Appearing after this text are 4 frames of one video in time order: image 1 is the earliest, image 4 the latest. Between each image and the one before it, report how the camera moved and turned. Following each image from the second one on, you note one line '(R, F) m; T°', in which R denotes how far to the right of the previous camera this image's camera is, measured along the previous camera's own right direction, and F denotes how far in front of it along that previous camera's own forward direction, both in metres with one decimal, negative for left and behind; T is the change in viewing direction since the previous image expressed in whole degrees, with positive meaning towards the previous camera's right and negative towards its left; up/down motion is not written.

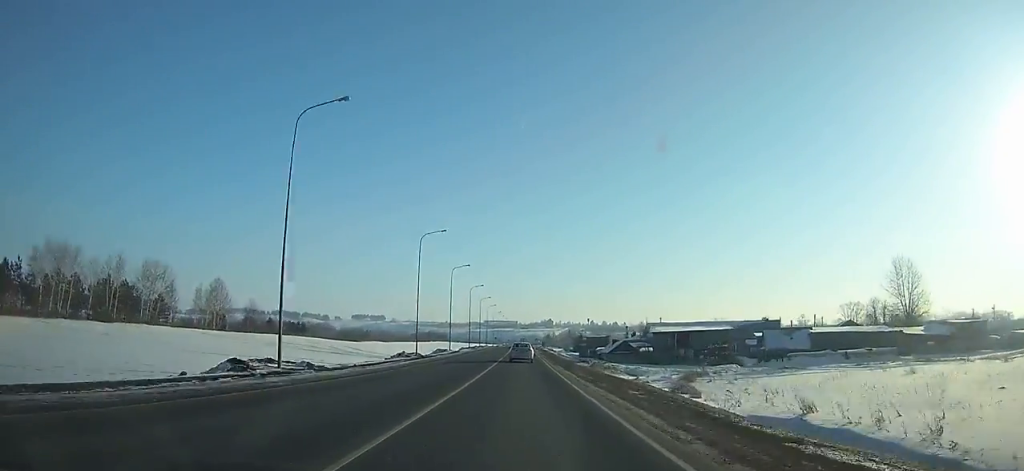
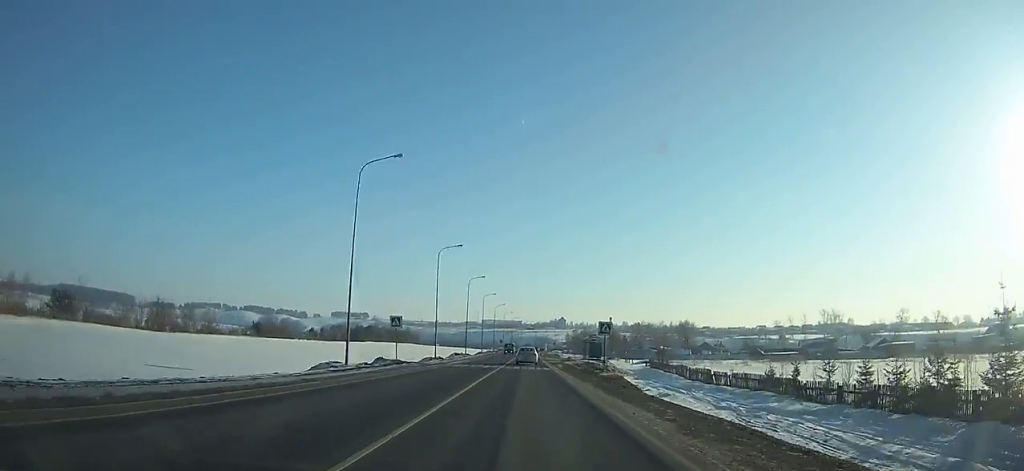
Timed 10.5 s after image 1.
(+0.7, +170.0) m; 0°
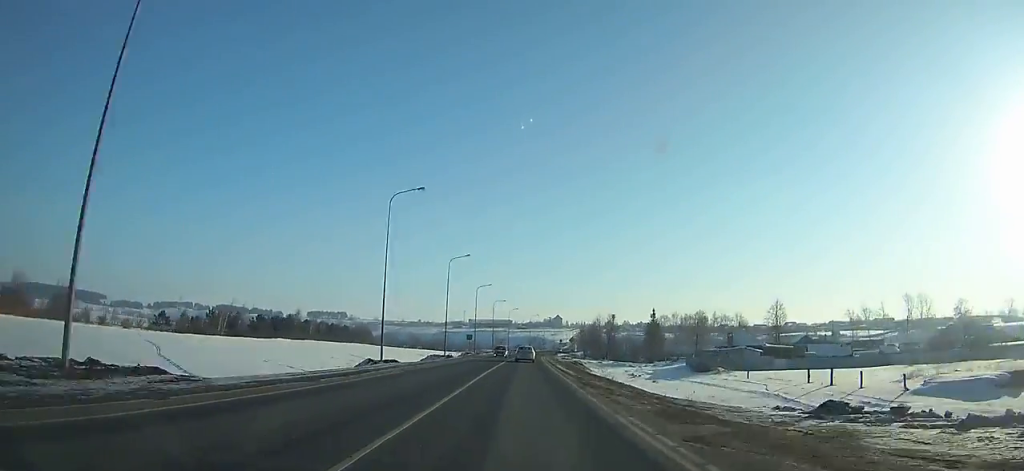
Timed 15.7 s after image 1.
(+0.1, +81.2) m; +1°
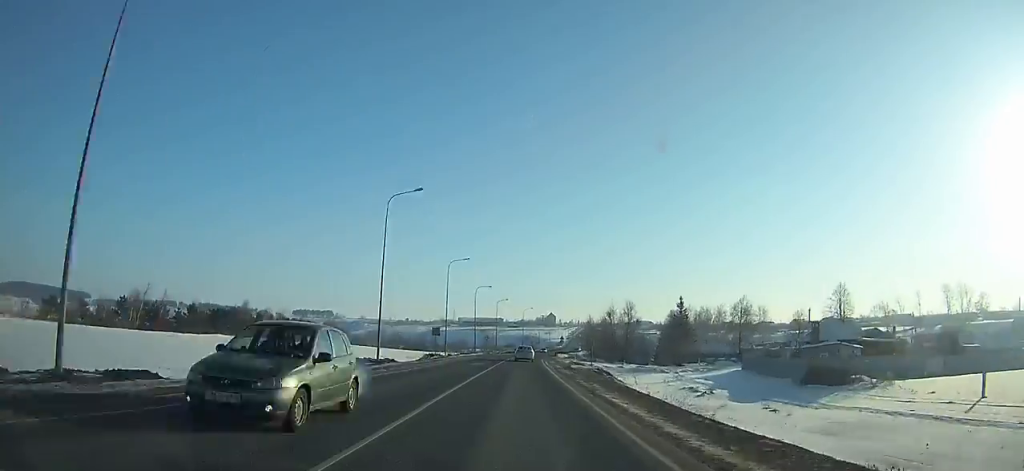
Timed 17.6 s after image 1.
(+0.2, +29.7) m; 0°
